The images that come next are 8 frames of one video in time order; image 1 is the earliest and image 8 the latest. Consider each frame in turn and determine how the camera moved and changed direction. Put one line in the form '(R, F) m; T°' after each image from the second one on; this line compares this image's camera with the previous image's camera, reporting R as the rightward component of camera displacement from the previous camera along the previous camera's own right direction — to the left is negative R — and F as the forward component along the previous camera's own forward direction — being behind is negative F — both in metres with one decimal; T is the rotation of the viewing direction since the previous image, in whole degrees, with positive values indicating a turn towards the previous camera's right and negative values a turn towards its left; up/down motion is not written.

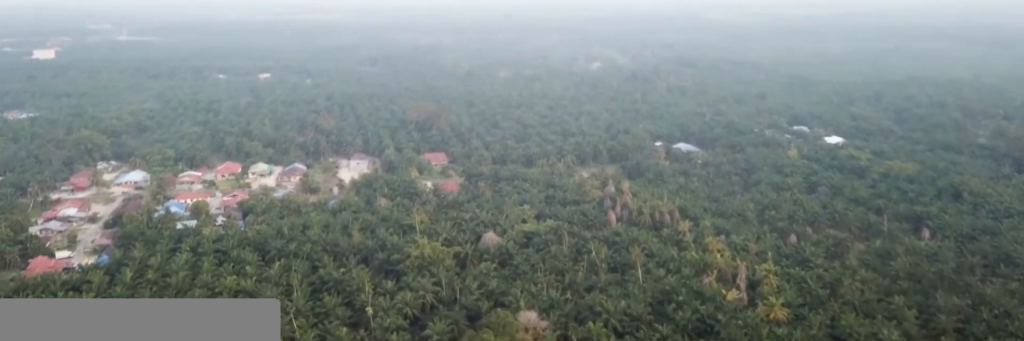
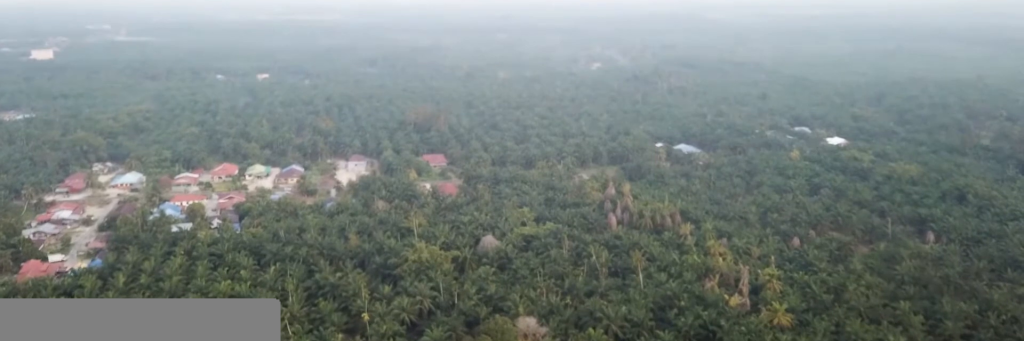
(0.0, +4.5) m; 0°
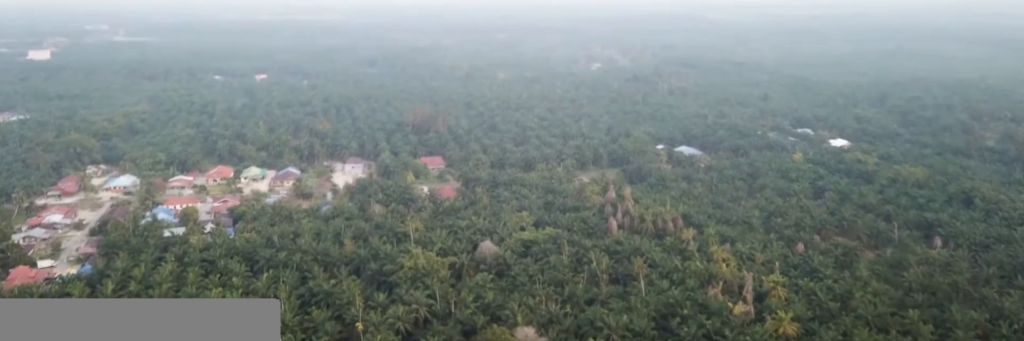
(0.0, +6.7) m; 0°
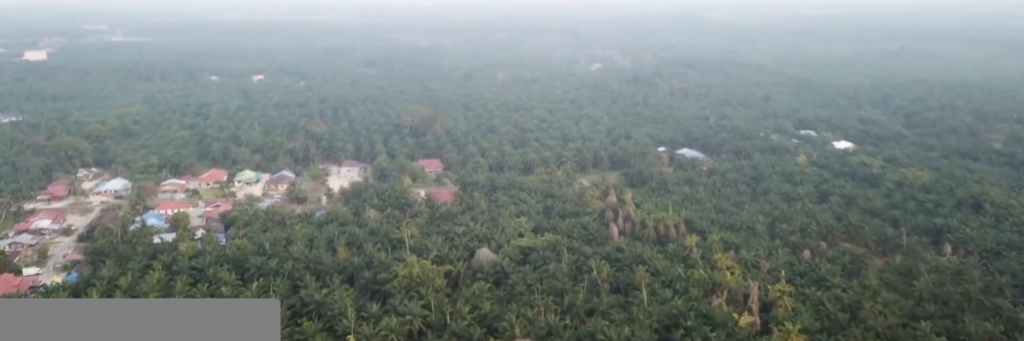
(0.0, +8.2) m; 0°
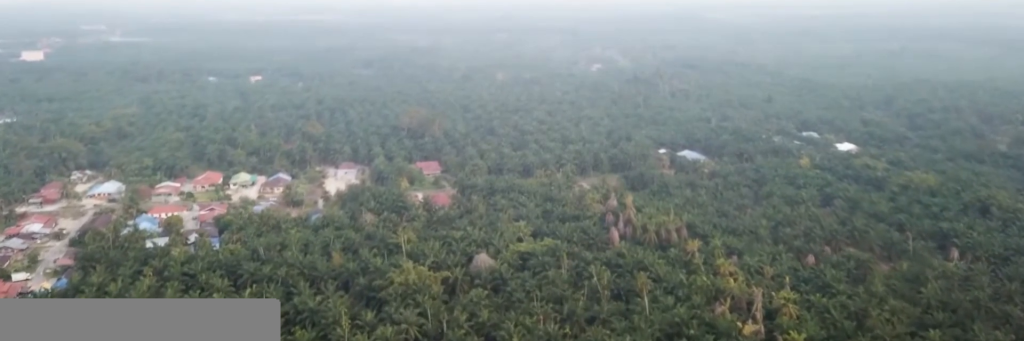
(0.0, +5.7) m; 0°
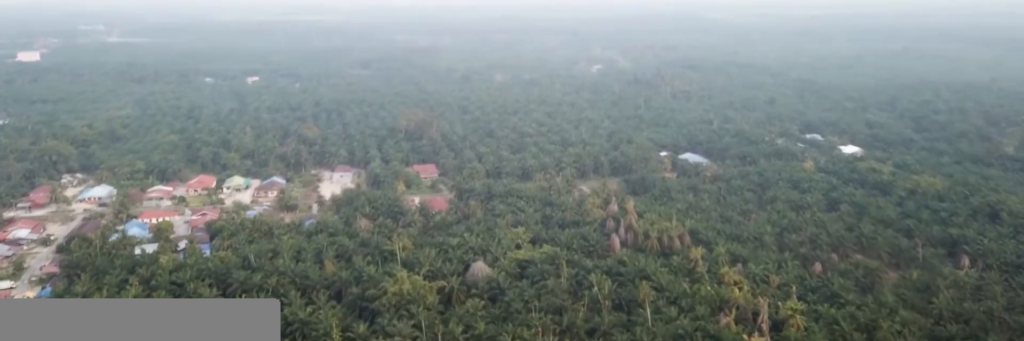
(0.0, +8.5) m; 0°
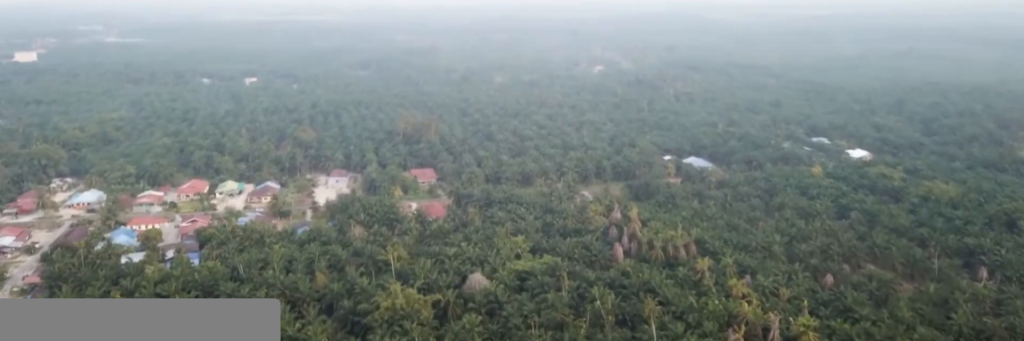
(0.0, +11.2) m; 0°
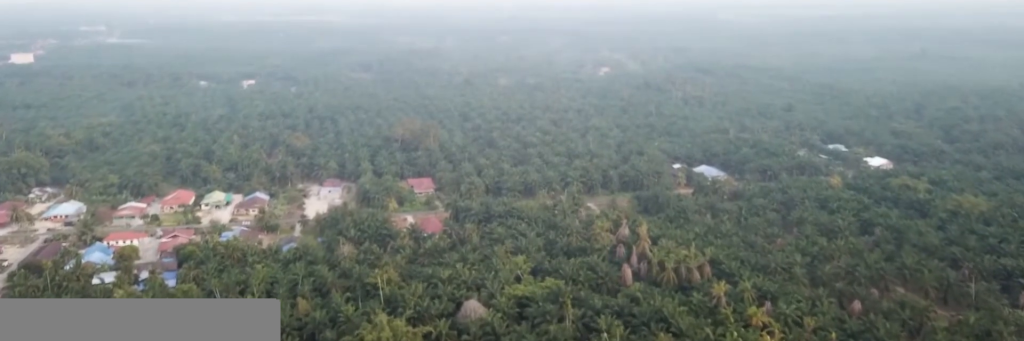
(-0.1, +22.5) m; 0°
